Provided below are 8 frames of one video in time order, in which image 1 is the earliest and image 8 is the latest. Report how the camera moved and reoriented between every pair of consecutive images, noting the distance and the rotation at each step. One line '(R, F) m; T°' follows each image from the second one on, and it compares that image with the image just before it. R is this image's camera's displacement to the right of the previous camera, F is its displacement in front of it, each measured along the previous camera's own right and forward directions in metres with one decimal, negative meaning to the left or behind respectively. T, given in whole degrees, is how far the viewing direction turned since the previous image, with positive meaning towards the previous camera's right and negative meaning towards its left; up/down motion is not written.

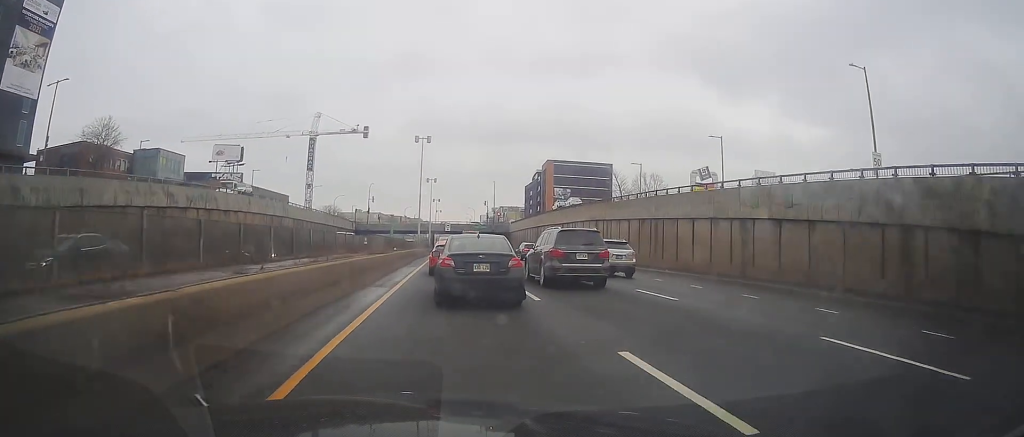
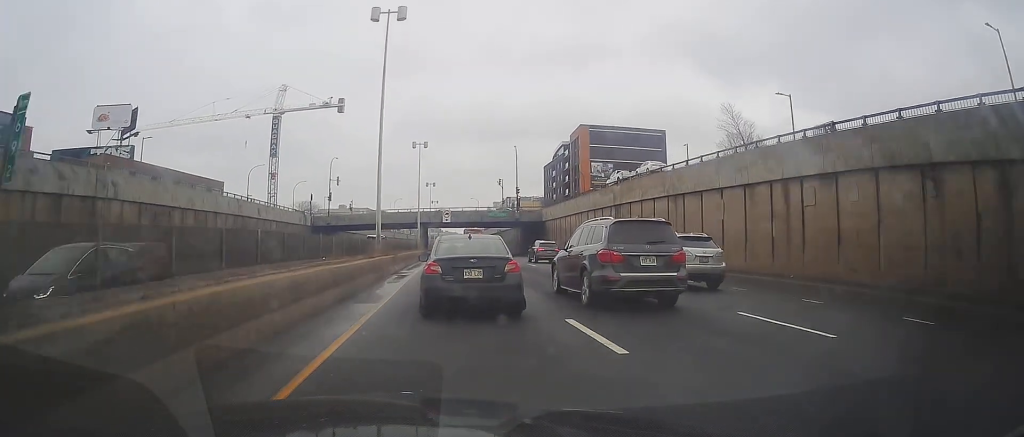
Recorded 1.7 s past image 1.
(-0.1, +41.9) m; -1°
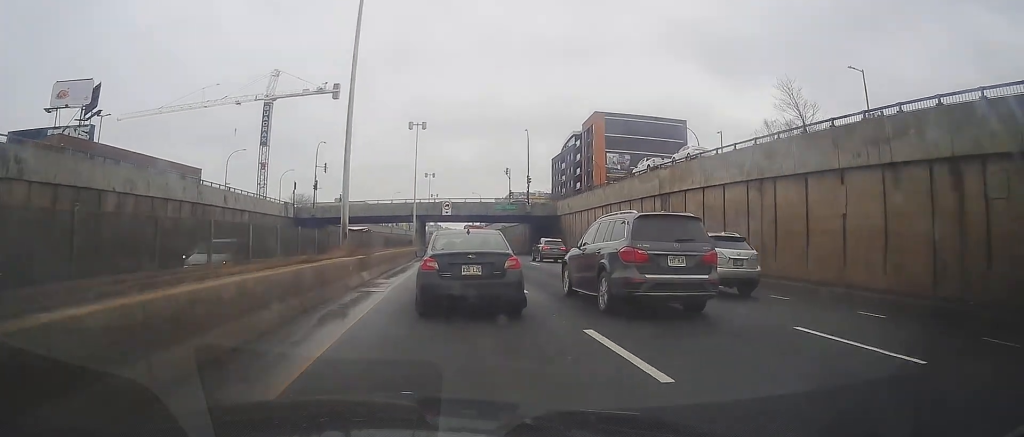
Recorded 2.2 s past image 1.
(0.0, +10.2) m; 0°
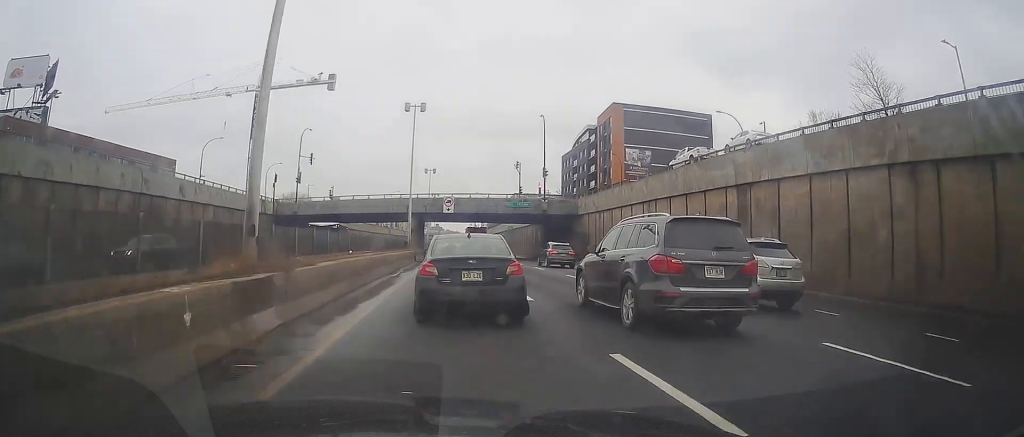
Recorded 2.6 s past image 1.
(0.0, +10.2) m; 0°
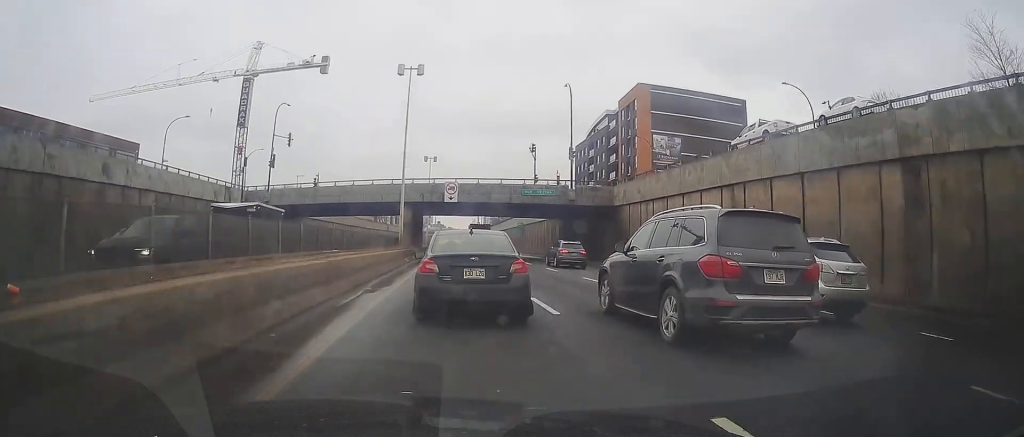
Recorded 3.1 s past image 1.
(+0.1, +12.4) m; 0°
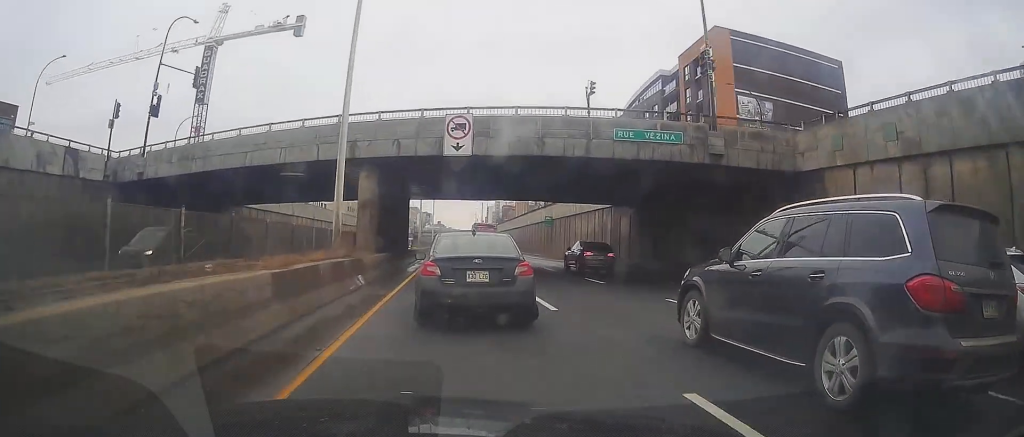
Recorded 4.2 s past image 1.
(0.0, +25.3) m; 0°
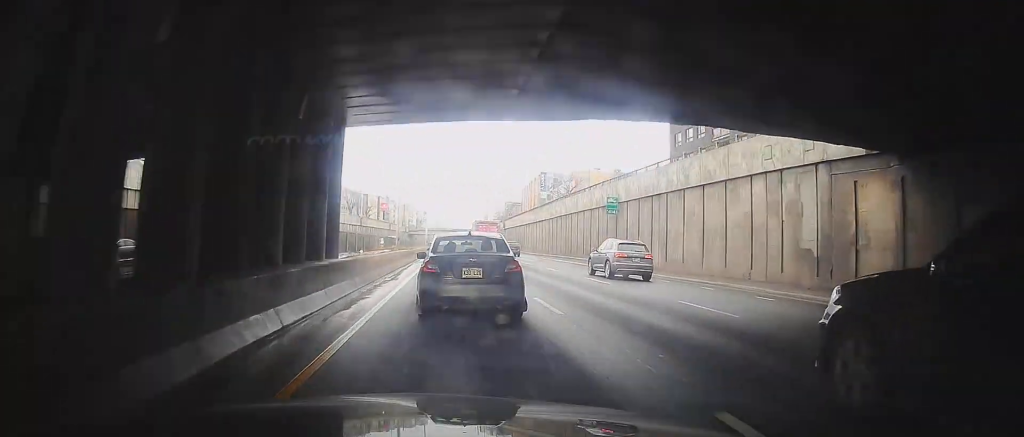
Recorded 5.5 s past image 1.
(-0.1, +28.6) m; 0°
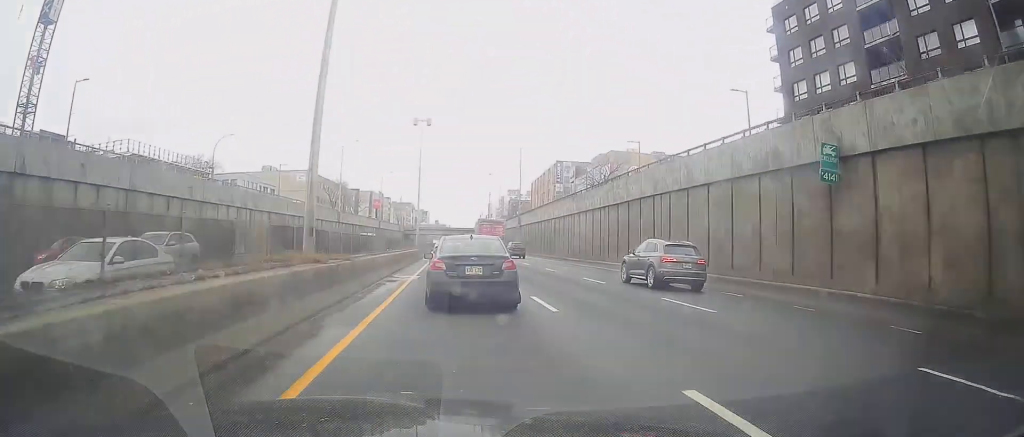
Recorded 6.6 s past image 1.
(0.0, +25.0) m; +1°
